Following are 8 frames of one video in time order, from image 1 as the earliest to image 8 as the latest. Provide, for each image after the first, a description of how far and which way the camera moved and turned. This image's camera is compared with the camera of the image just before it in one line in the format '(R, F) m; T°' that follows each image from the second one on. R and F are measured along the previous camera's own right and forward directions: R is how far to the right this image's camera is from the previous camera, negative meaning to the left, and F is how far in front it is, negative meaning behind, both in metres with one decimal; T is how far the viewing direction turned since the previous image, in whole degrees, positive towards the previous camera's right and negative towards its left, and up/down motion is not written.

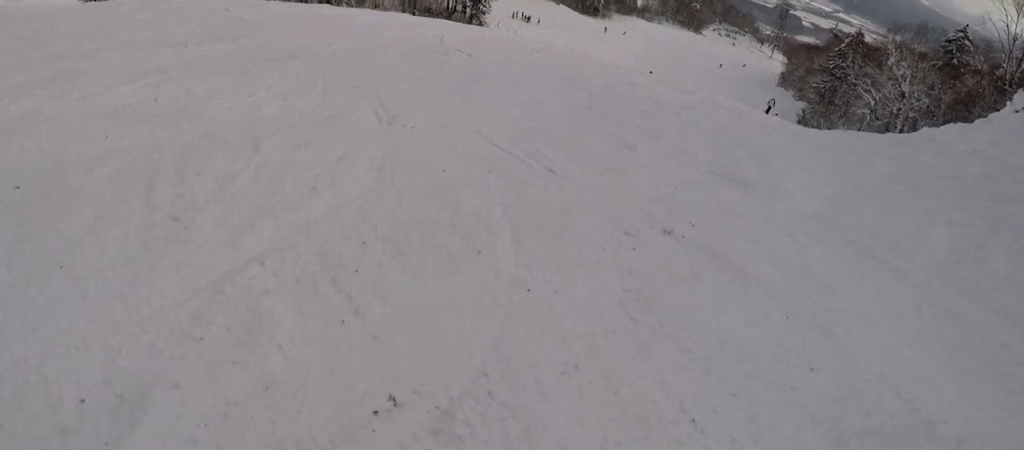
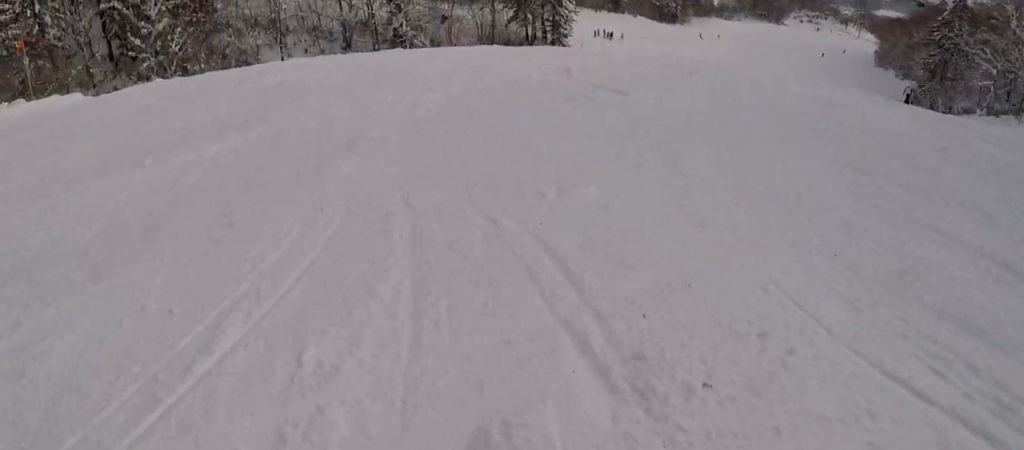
(+1.4, +4.7) m; +17°
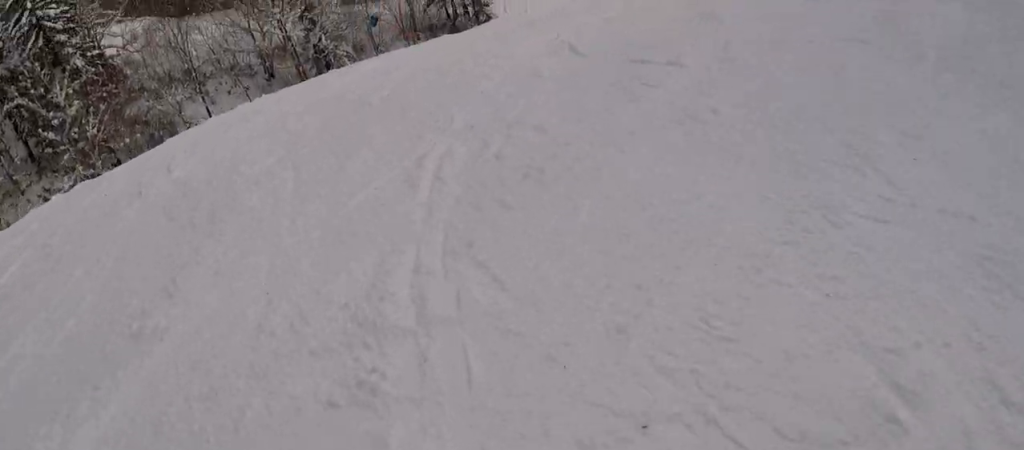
(+0.3, +3.2) m; +11°
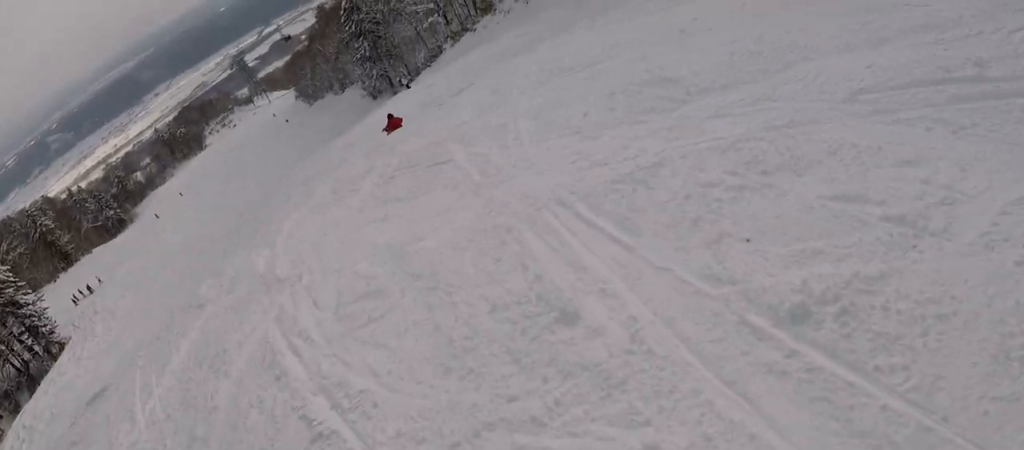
(+1.6, +10.0) m; +16°
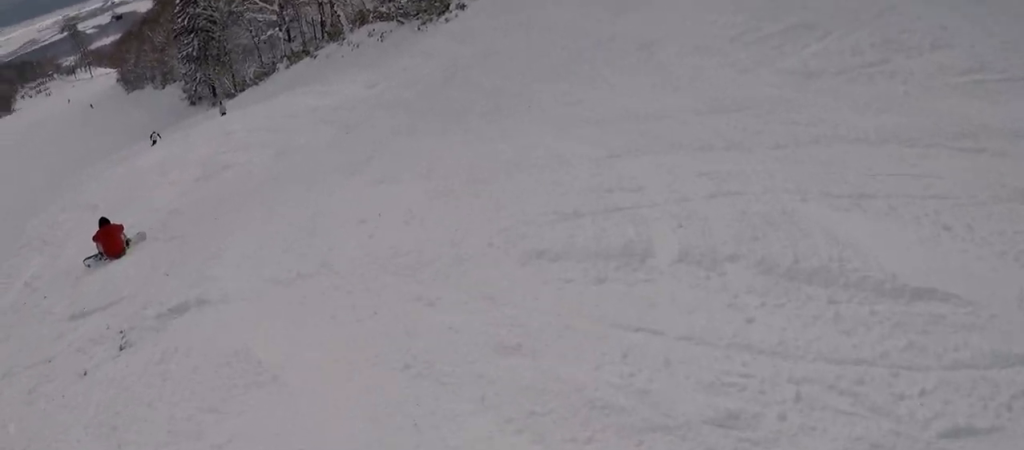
(+1.5, +9.7) m; -10°
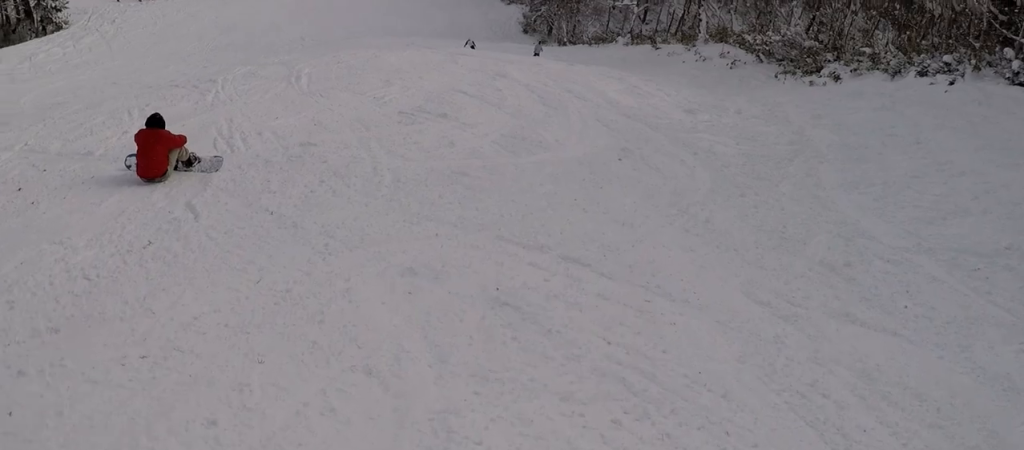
(-2.3, +5.4) m; -33°
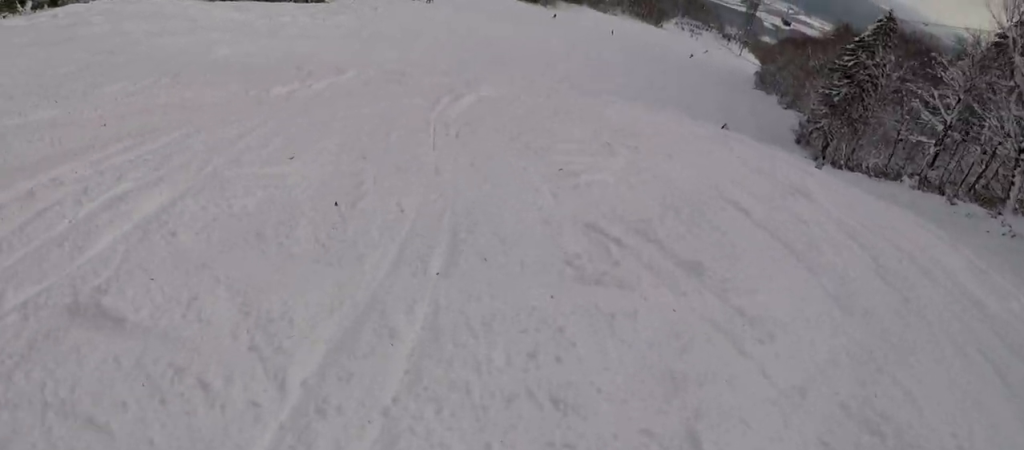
(-1.9, +6.8) m; -17°
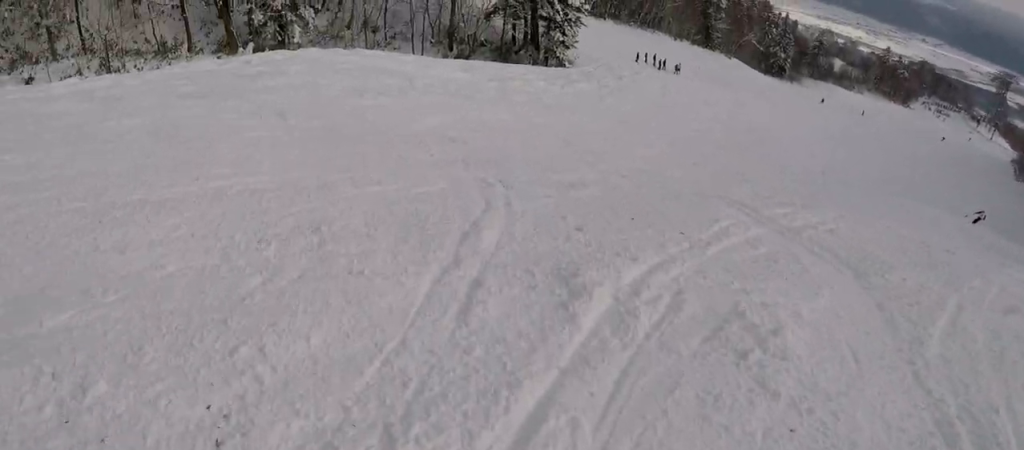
(-0.3, +7.9) m; +18°
